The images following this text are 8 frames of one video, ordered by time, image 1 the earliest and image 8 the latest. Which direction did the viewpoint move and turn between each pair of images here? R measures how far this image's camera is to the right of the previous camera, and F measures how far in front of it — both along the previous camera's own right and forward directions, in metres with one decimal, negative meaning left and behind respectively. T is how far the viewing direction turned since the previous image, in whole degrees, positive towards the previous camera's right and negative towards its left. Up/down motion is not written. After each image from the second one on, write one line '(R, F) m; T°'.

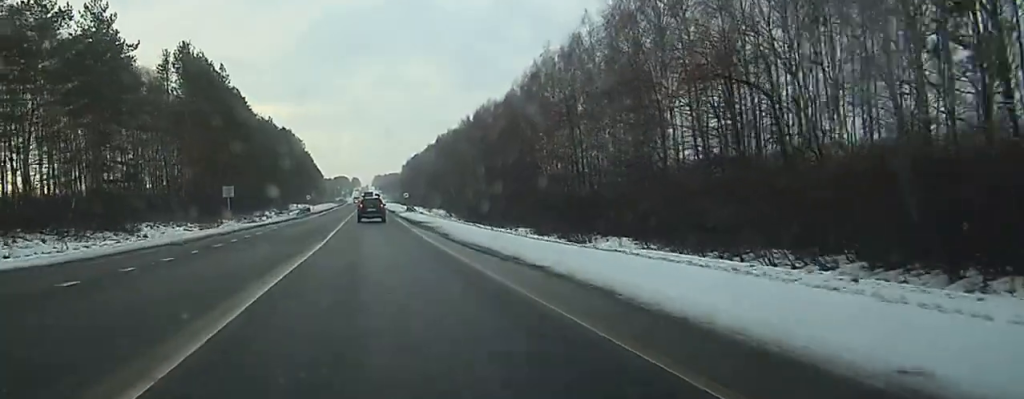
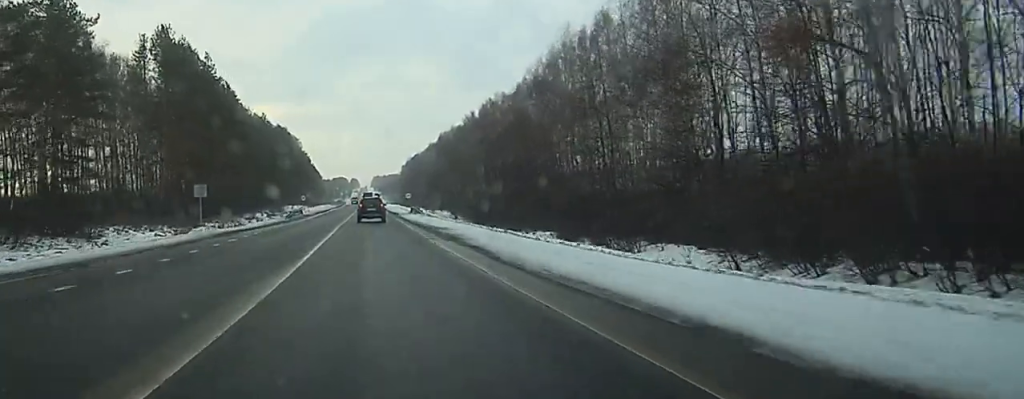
(0.0, +11.9) m; 0°
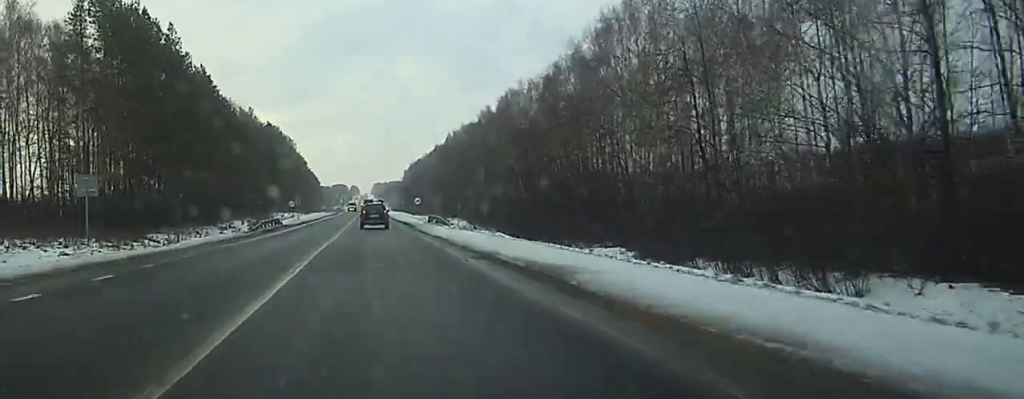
(+0.1, +27.4) m; +1°
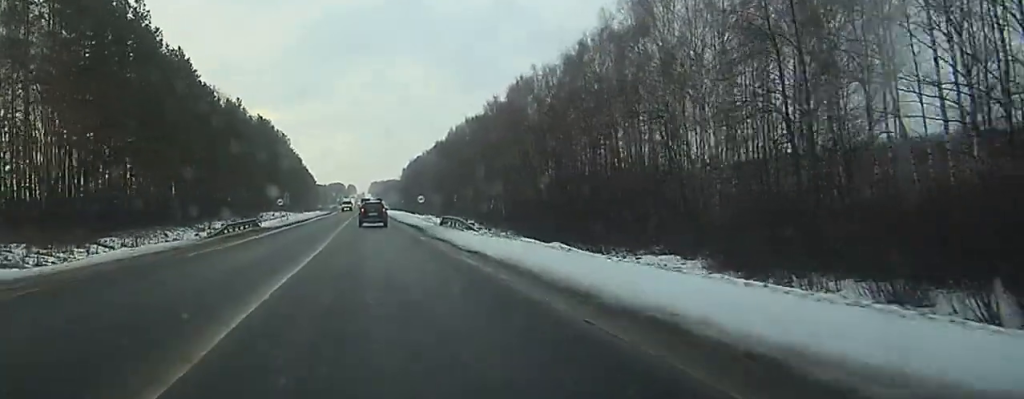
(+0.1, +17.4) m; 0°
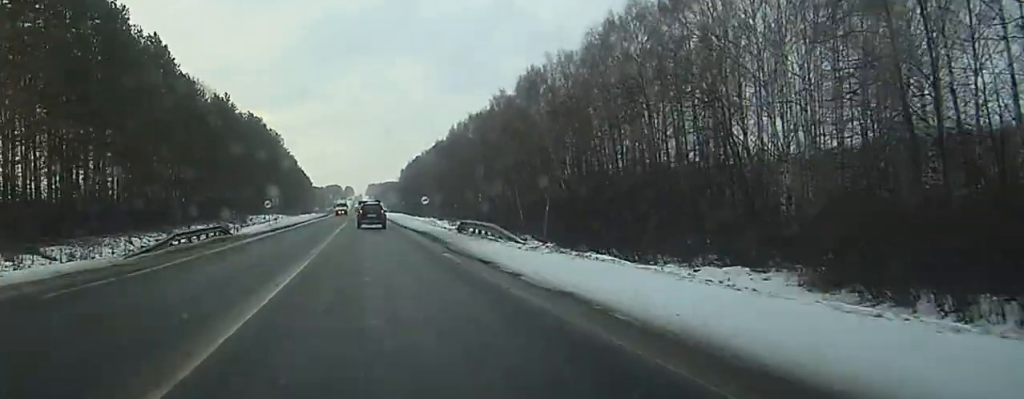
(+0.1, +15.1) m; 0°
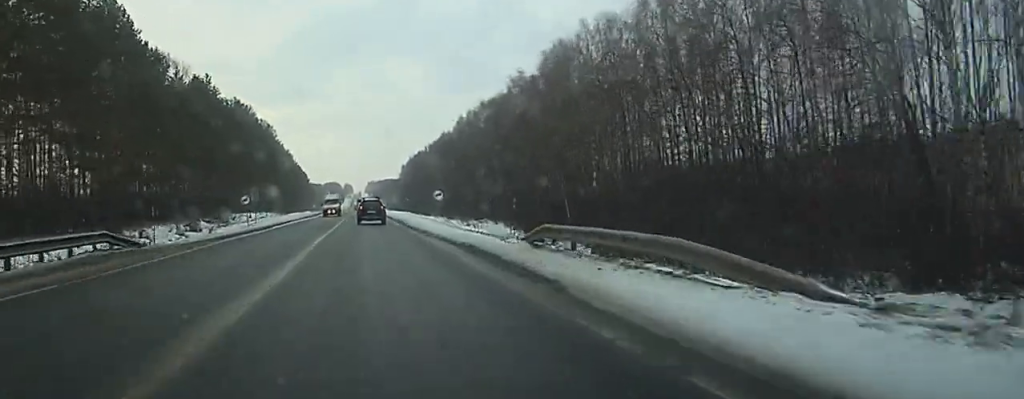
(0.0, +25.3) m; 0°
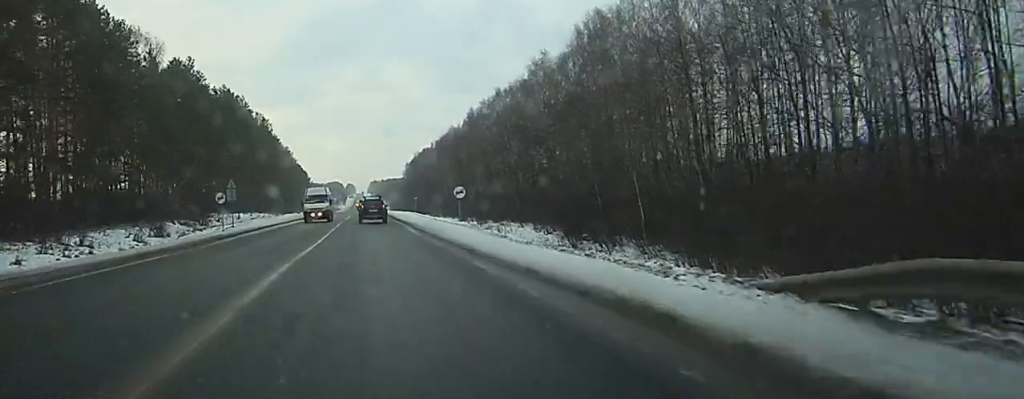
(0.0, +20.5) m; 0°
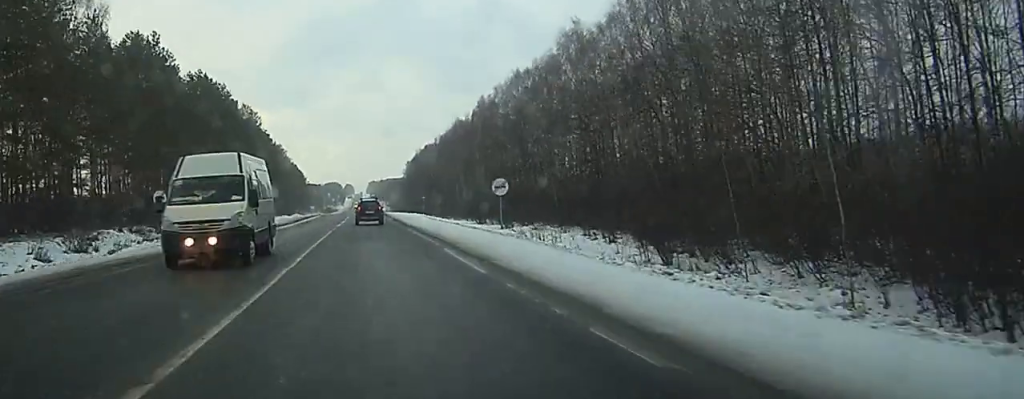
(0.0, +24.5) m; 0°
